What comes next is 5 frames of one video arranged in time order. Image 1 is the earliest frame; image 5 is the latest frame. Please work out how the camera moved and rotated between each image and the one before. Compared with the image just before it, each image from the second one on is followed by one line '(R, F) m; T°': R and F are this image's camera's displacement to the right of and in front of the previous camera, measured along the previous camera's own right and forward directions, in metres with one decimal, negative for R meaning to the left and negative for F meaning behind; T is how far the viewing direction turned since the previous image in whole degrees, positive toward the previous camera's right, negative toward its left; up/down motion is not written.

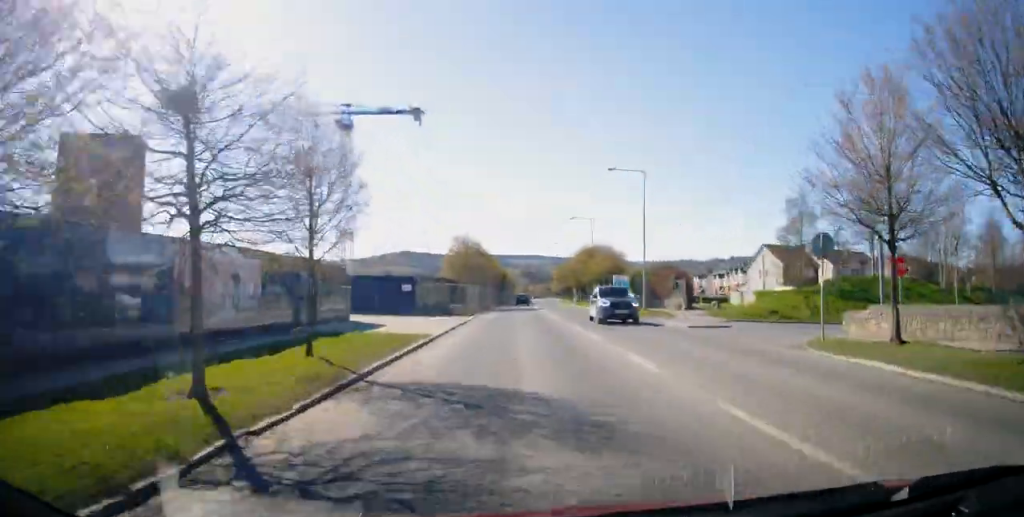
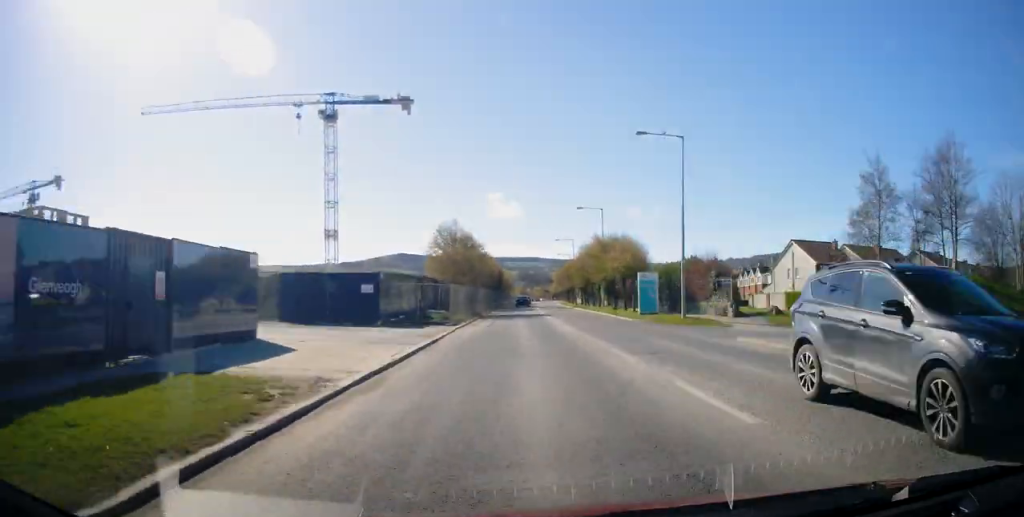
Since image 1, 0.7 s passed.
(0.0, +9.7) m; -1°
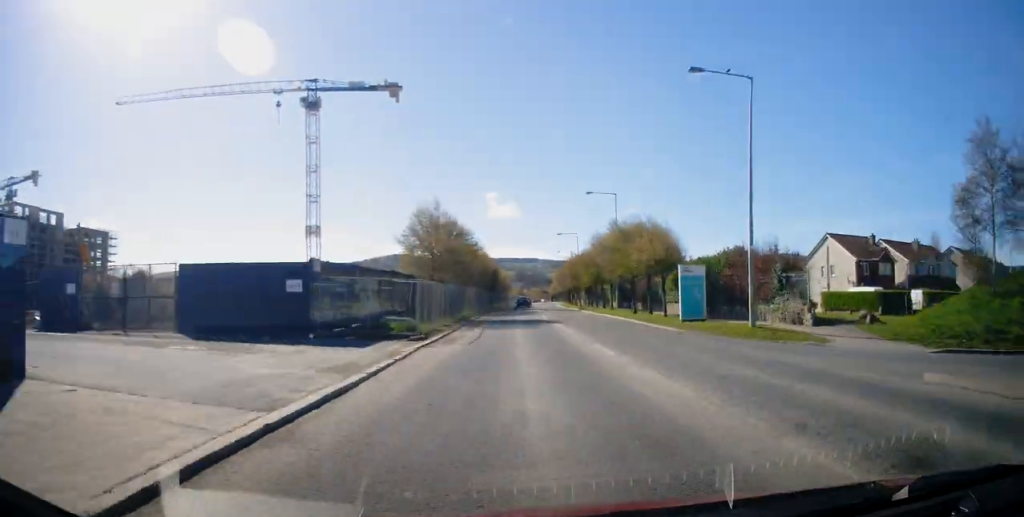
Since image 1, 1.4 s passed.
(-0.2, +9.3) m; -1°
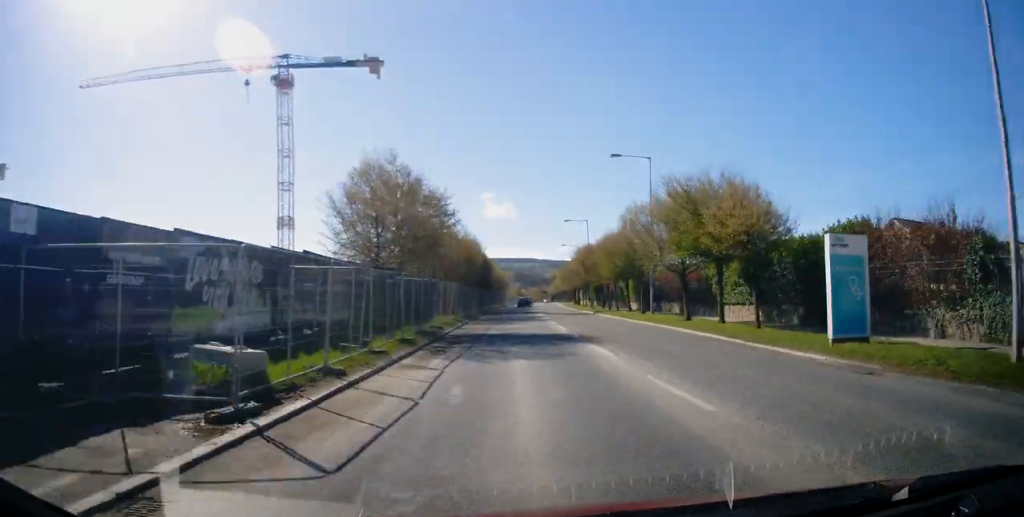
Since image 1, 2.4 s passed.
(+0.1, +13.2) m; +2°
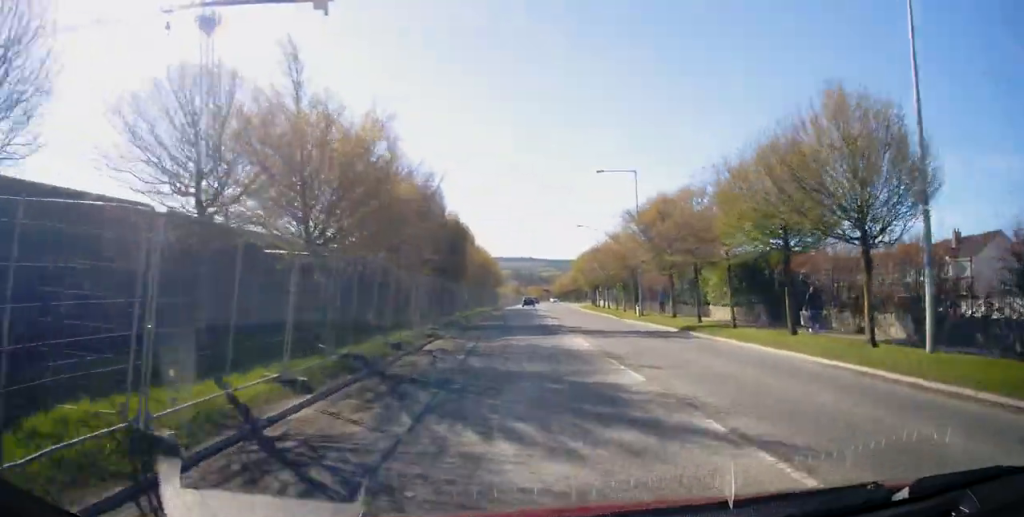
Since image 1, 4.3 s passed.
(+0.5, +26.4) m; +1°
